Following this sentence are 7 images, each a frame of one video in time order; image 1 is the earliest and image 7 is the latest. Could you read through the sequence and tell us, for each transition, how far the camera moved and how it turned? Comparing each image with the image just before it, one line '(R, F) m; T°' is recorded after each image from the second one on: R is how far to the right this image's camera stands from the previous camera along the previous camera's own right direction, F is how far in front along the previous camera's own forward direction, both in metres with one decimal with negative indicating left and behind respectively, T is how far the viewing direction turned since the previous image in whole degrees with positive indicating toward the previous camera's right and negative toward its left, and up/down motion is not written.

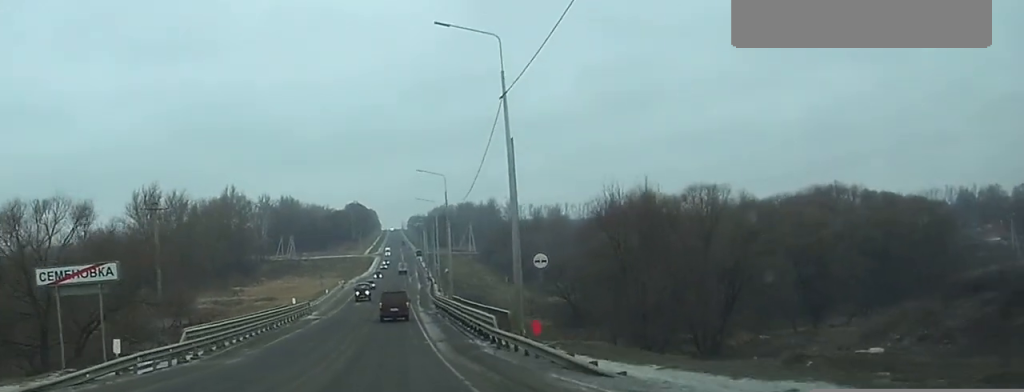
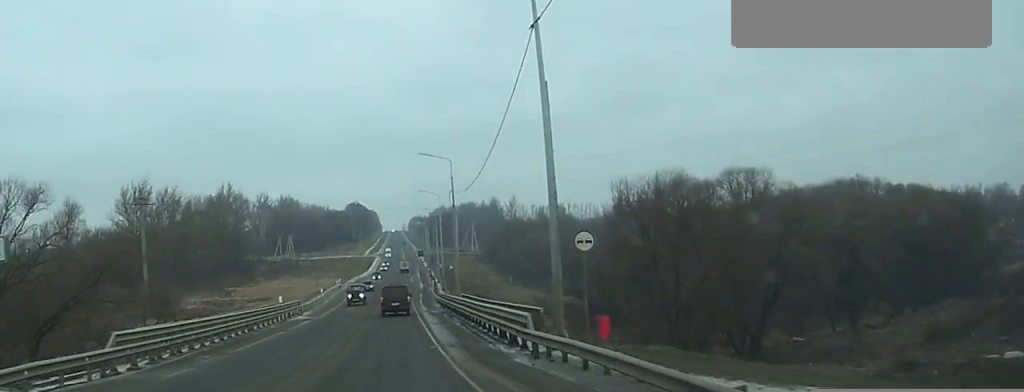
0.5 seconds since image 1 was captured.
(0.0, +8.2) m; 0°
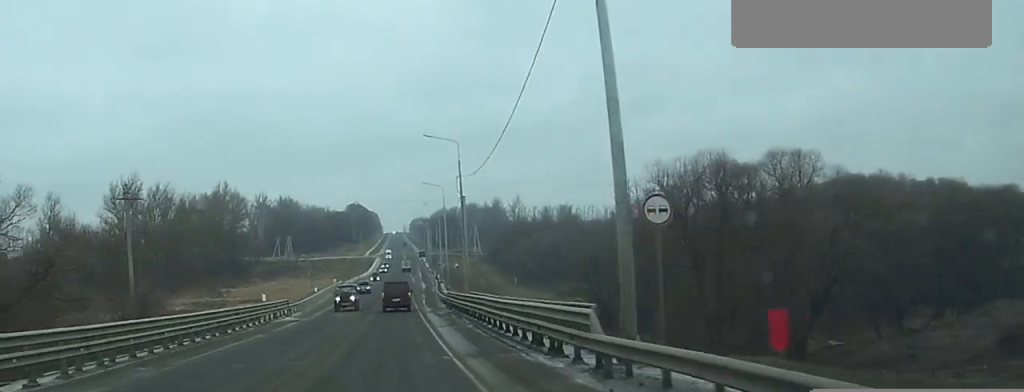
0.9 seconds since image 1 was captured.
(0.0, +7.7) m; 0°
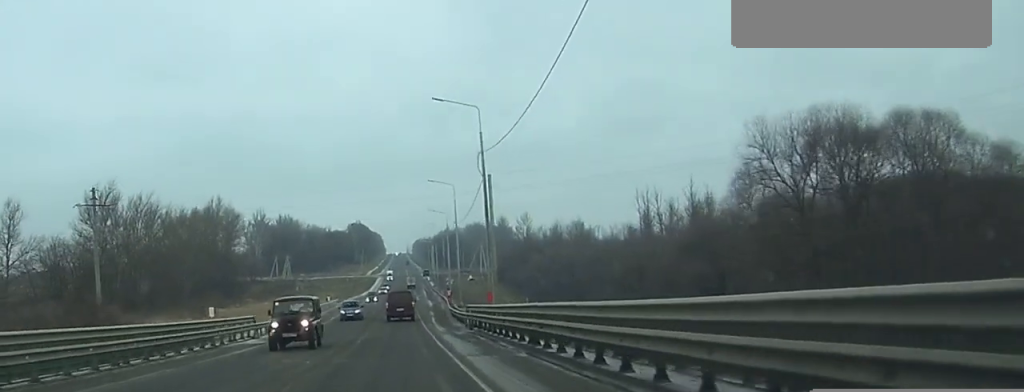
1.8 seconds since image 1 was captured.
(0.0, +15.4) m; 0°
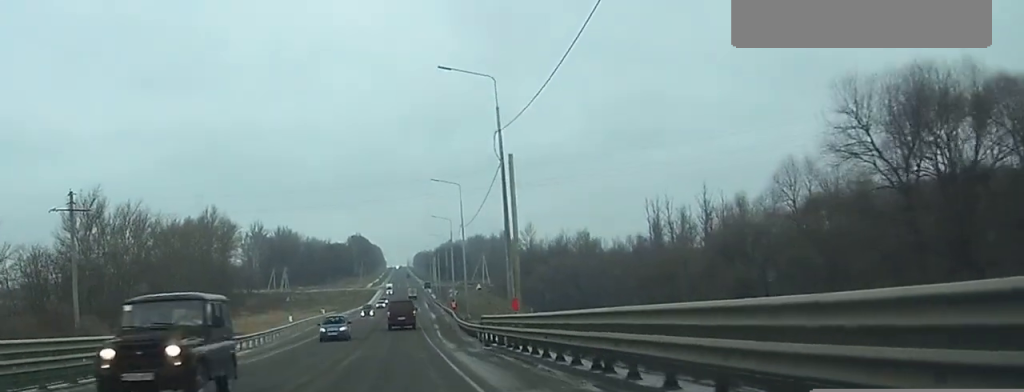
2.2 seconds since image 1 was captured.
(0.0, +8.3) m; 0°
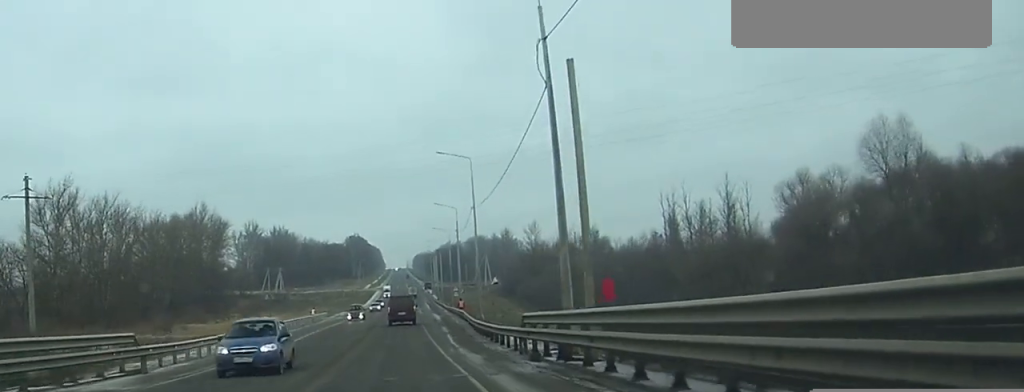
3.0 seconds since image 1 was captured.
(0.0, +13.1) m; 0°
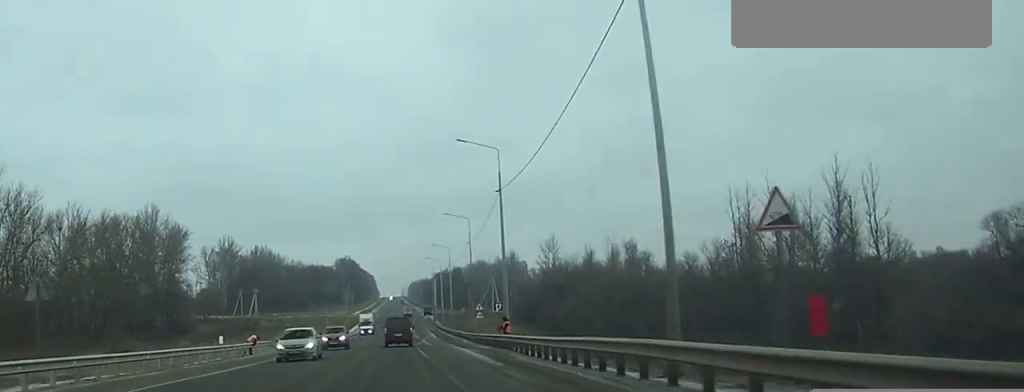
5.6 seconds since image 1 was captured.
(-0.1, +46.4) m; 0°
